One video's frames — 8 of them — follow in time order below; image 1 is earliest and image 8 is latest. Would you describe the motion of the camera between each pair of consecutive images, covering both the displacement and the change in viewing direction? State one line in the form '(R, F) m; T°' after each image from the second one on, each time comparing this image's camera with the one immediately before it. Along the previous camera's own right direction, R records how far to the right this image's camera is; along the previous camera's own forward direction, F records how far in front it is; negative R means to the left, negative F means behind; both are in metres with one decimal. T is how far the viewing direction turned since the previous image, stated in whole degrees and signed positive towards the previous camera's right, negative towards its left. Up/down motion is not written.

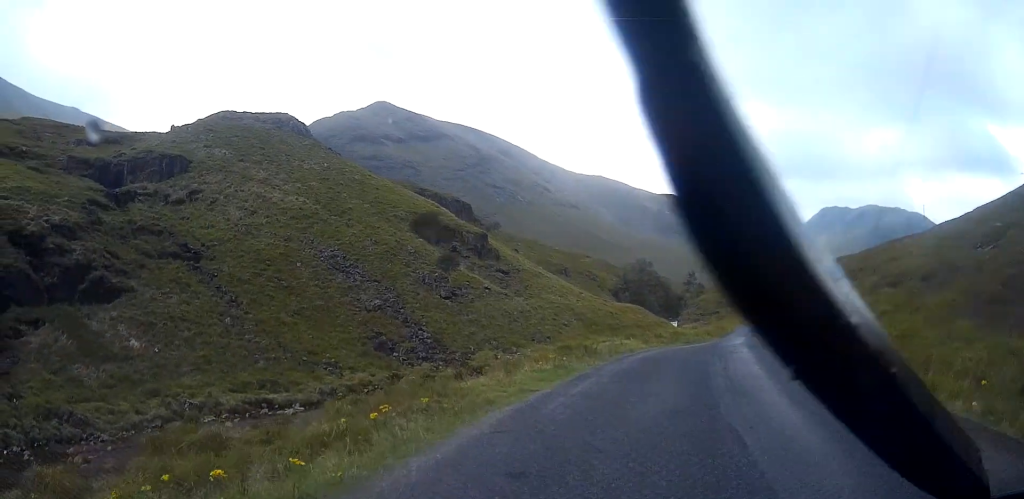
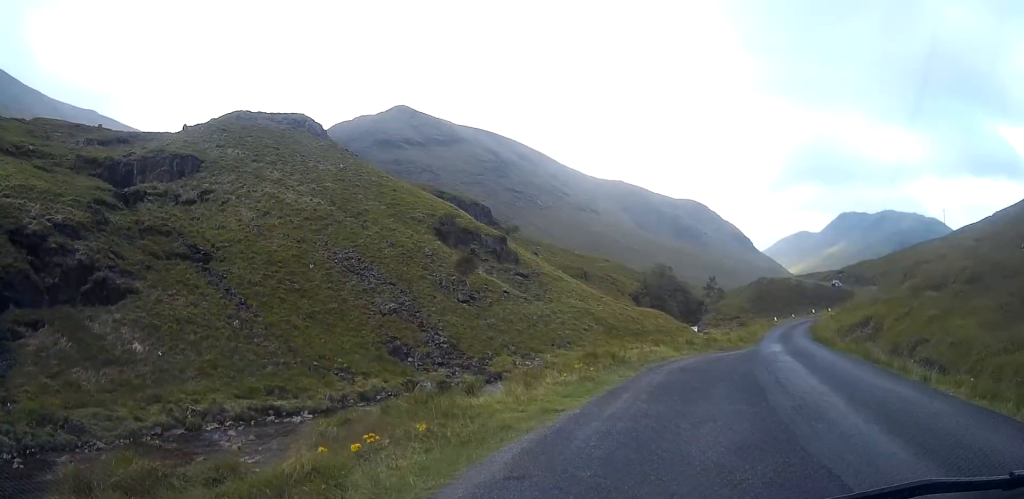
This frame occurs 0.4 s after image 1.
(-0.2, +2.5) m; -2°
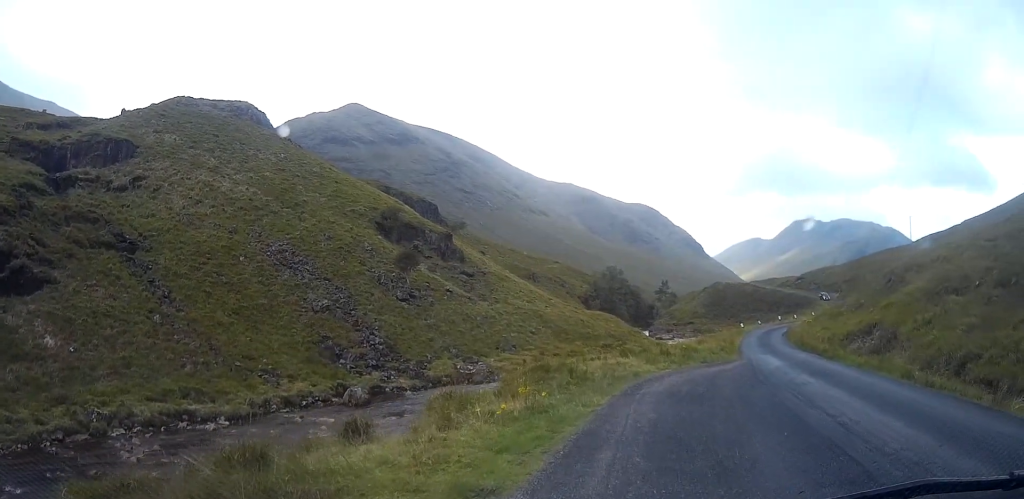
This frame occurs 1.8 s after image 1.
(-0.1, +6.2) m; +5°
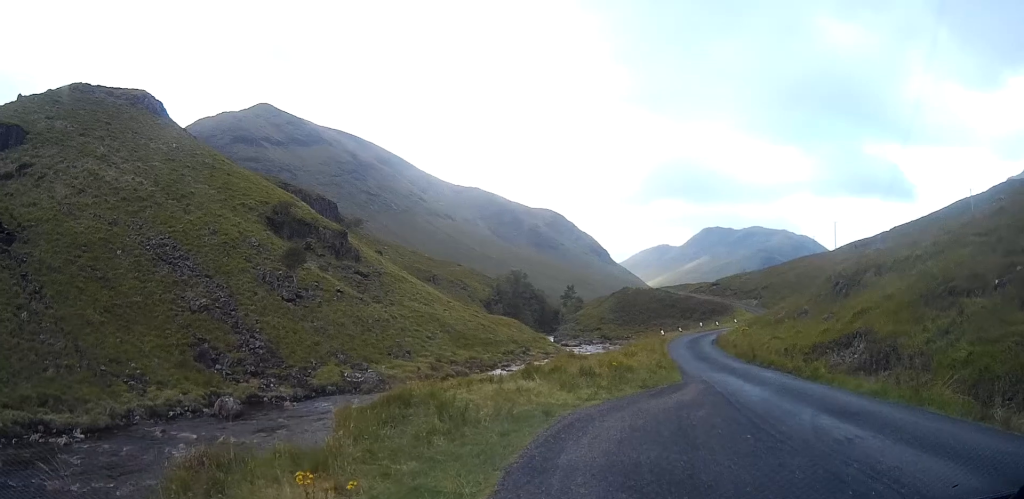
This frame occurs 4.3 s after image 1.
(+0.7, +6.3) m; +7°
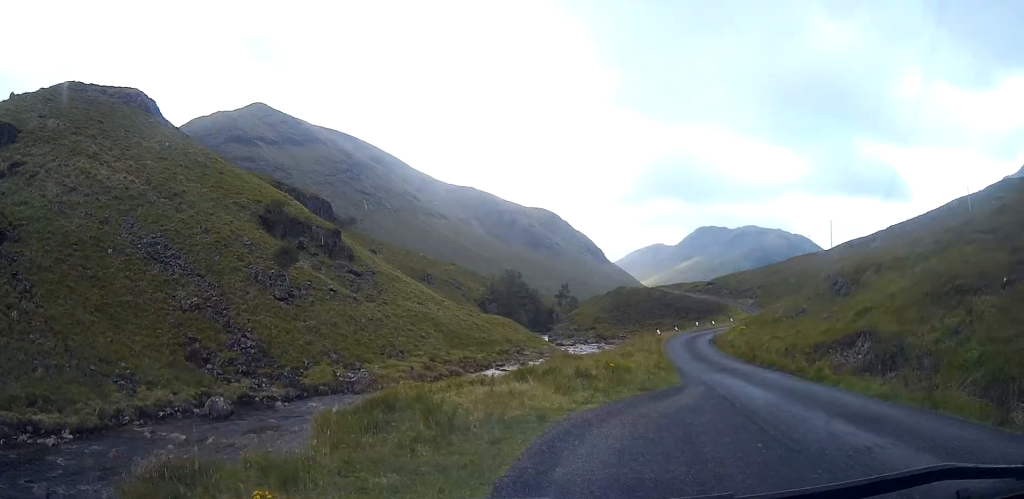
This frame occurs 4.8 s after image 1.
(0.0, +0.7) m; +1°
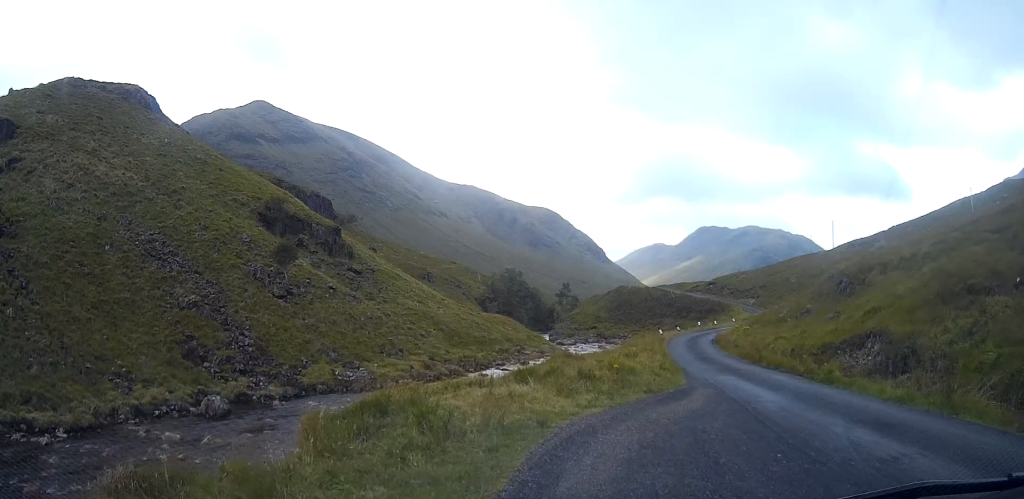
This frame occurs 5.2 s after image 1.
(0.0, +0.6) m; 0°
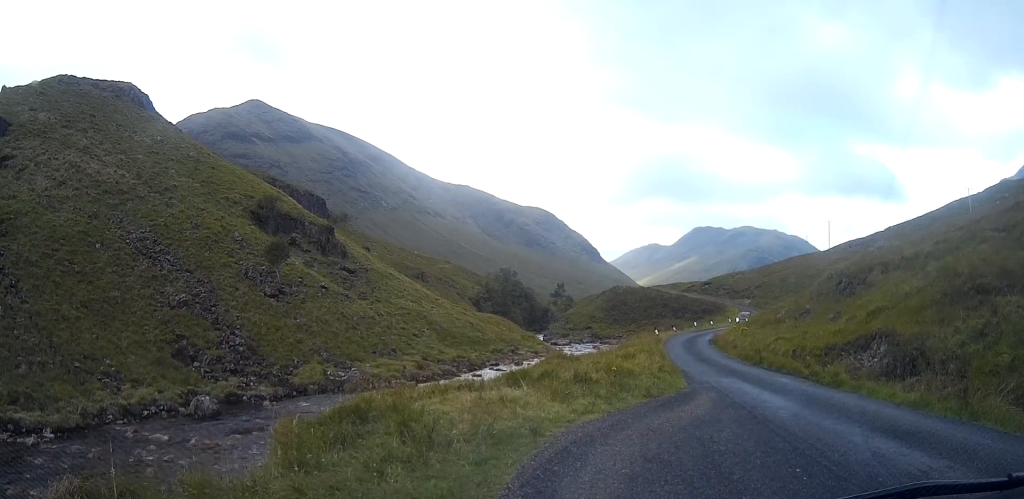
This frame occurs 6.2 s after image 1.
(-0.1, +0.8) m; 0°
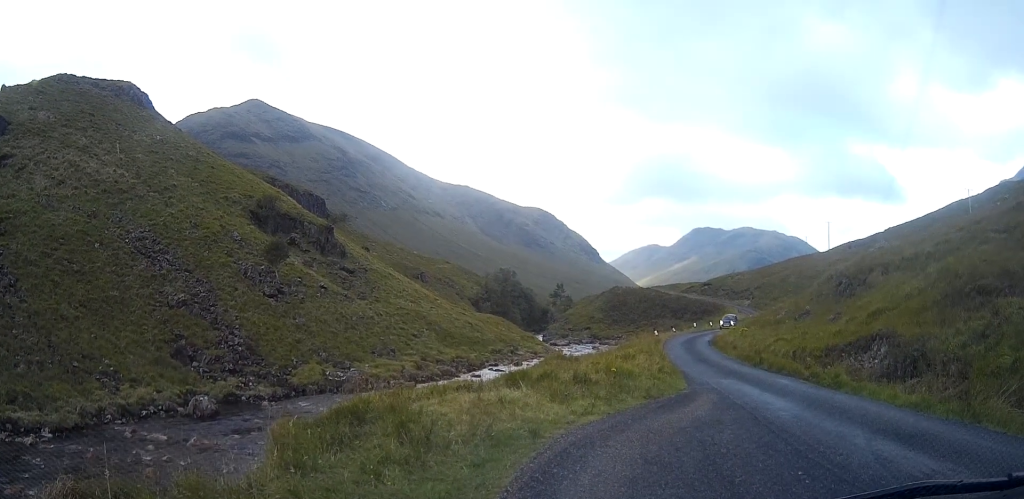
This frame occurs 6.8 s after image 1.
(0.0, +0.2) m; 0°
